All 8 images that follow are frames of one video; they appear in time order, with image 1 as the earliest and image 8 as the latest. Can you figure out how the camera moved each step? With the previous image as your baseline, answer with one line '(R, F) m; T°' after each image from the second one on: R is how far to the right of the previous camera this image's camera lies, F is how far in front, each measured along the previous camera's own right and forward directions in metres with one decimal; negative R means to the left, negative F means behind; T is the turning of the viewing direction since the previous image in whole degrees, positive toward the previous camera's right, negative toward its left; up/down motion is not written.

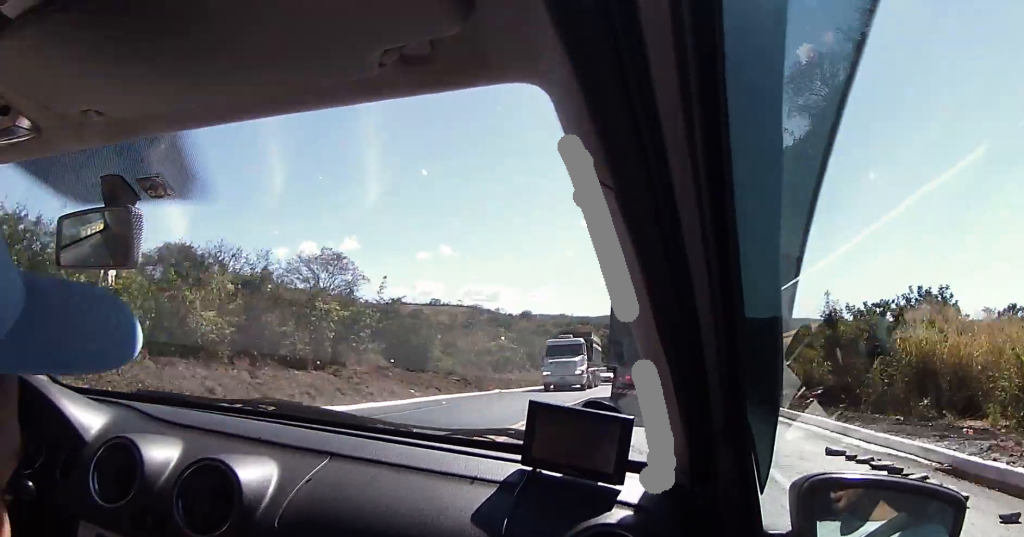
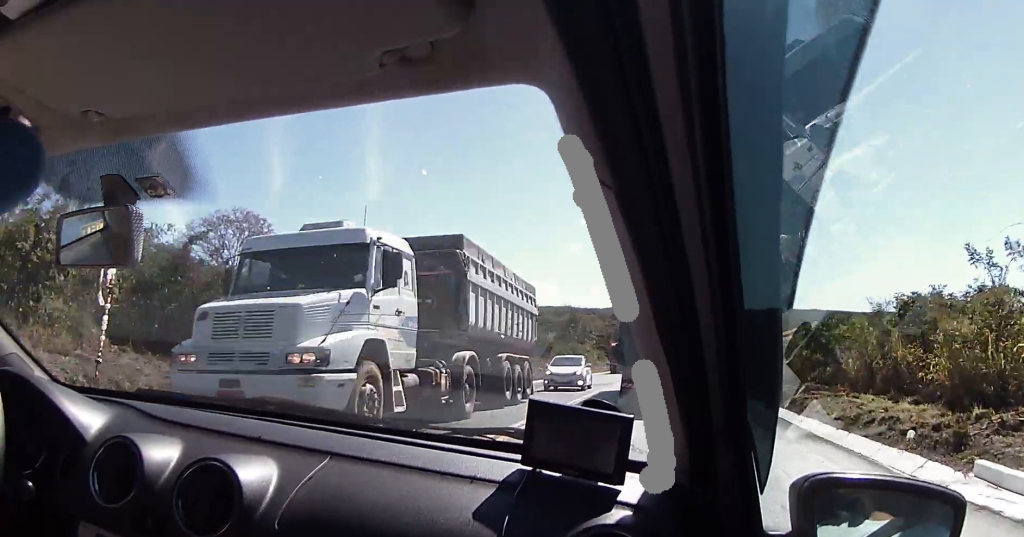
(+0.3, +16.7) m; +2°
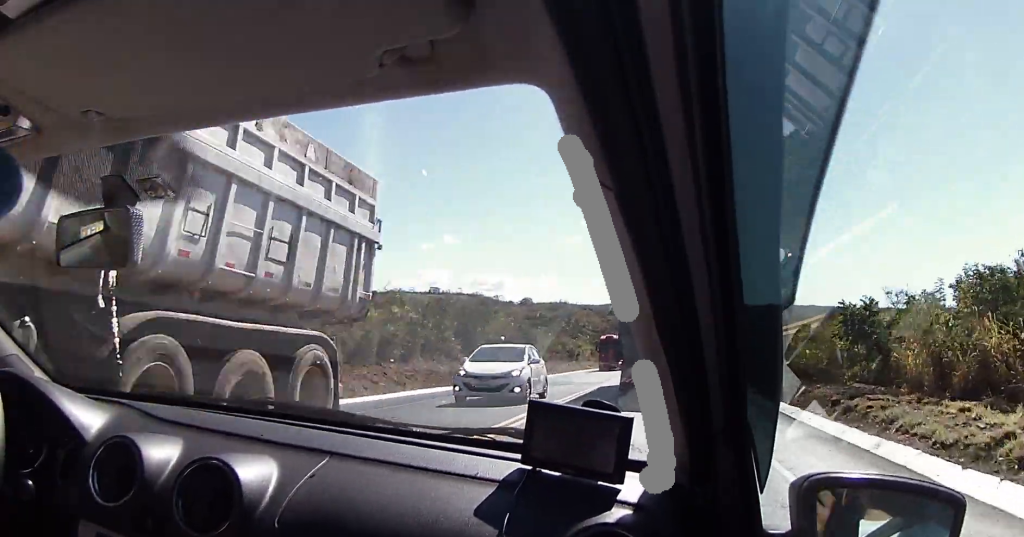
(+0.1, +6.8) m; -1°
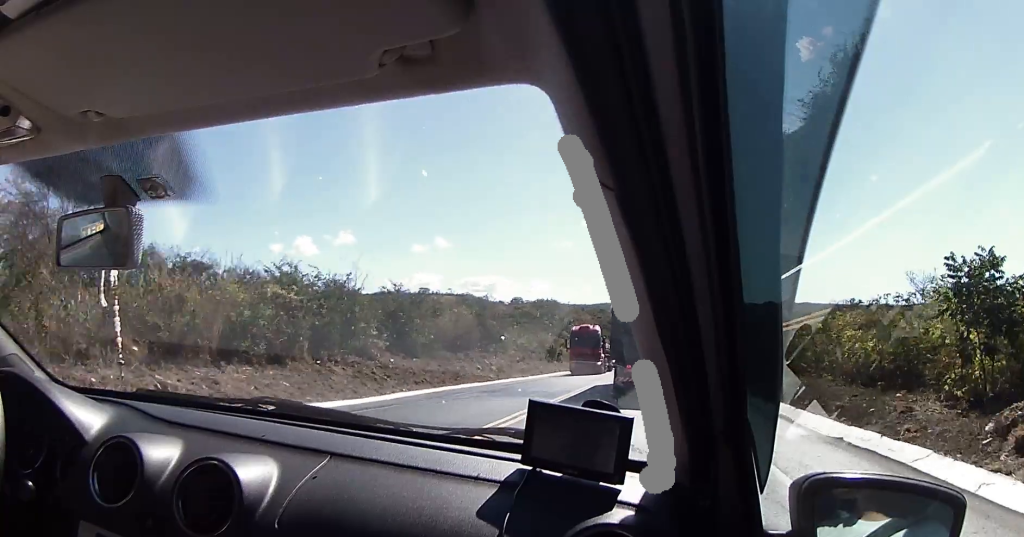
(+0.3, +9.9) m; -2°
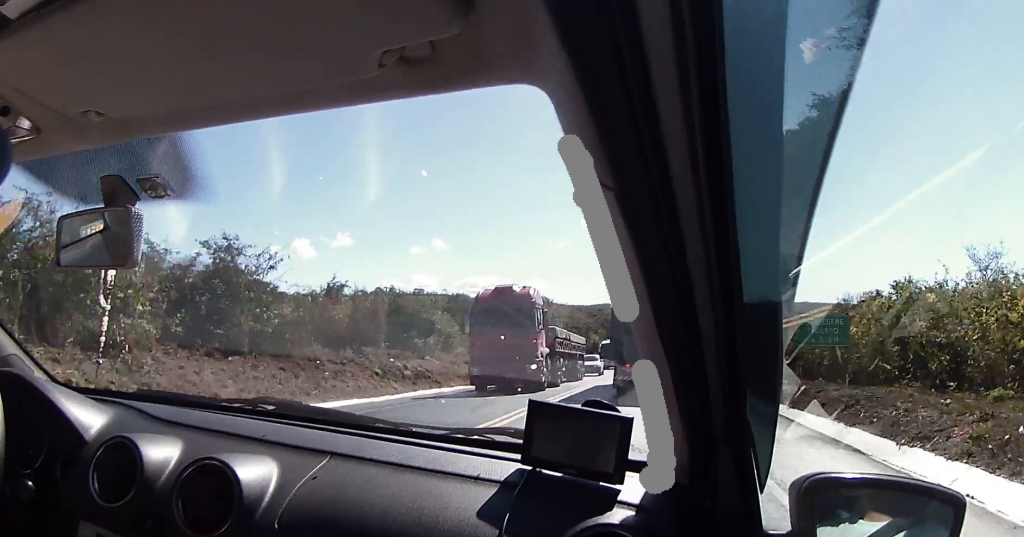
(-0.8, +14.1) m; -1°
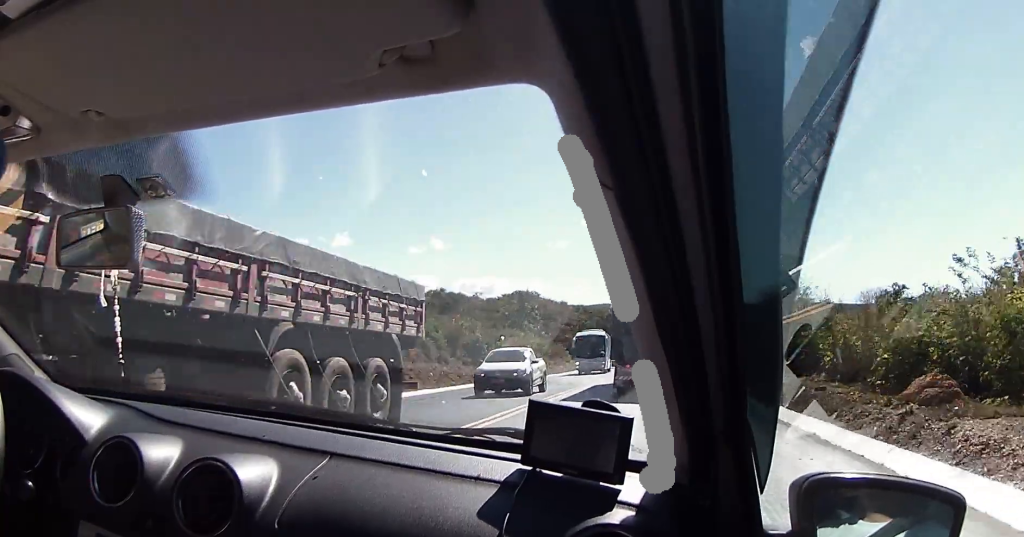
(+0.4, +14.8) m; +2°
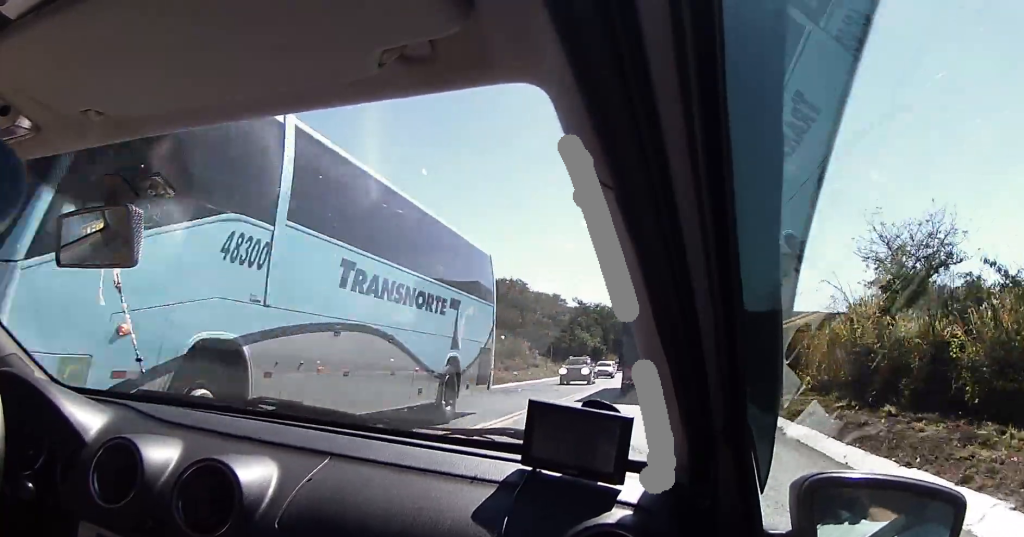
(0.0, +28.4) m; 0°
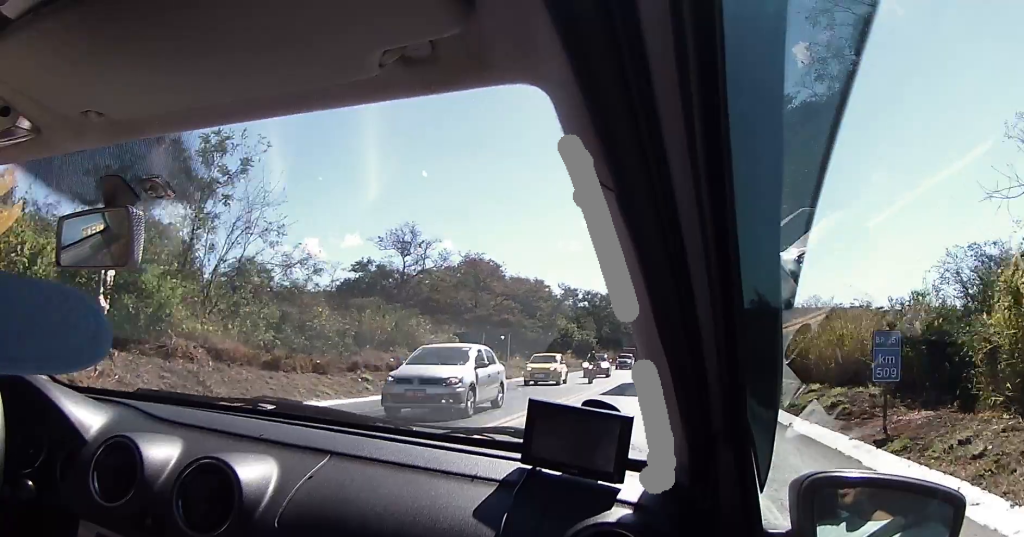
(+0.1, +26.1) m; 0°
